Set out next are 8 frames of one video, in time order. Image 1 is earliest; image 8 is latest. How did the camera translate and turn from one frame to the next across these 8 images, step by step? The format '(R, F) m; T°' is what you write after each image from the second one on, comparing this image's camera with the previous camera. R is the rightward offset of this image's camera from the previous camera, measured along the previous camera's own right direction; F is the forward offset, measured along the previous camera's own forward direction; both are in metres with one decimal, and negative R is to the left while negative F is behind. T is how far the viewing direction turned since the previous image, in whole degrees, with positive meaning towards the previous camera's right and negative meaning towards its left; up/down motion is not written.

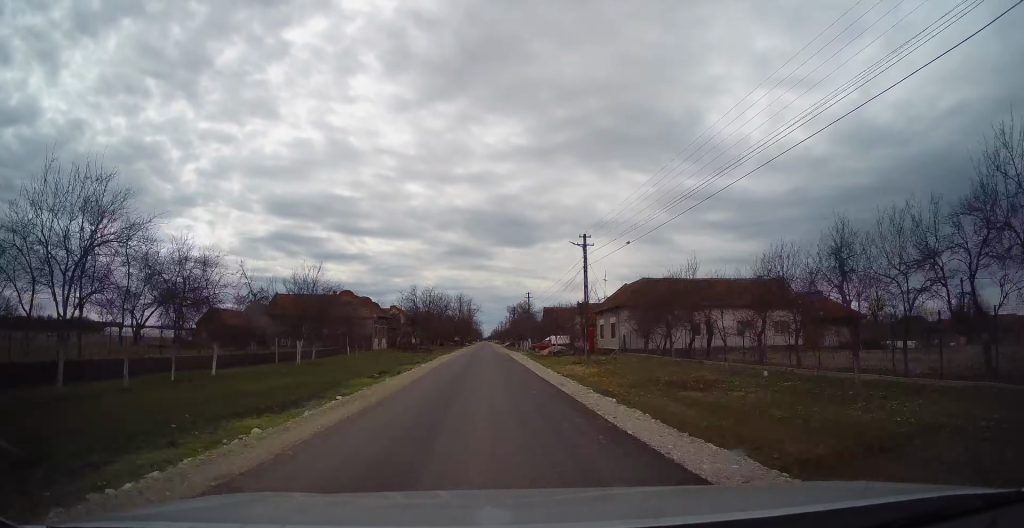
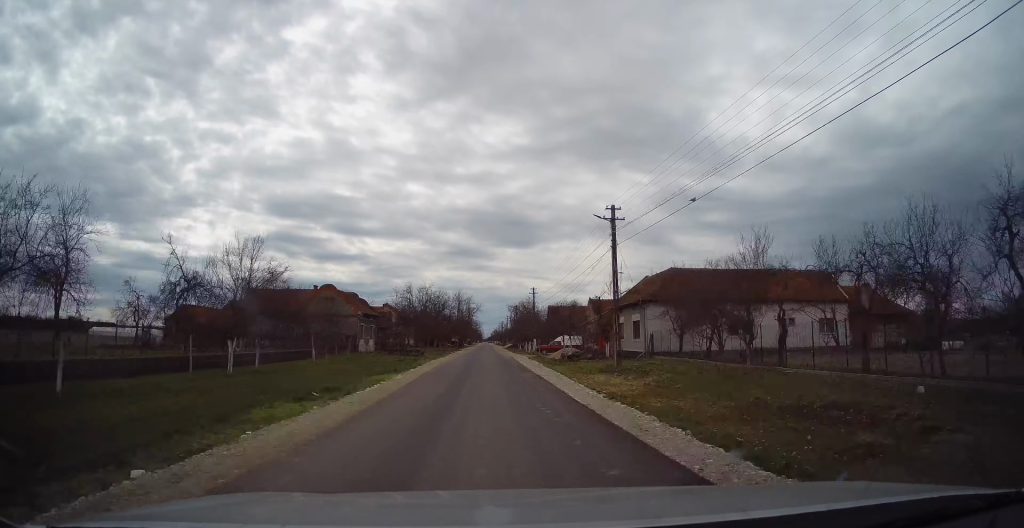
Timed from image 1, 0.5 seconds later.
(-0.2, +7.7) m; 0°
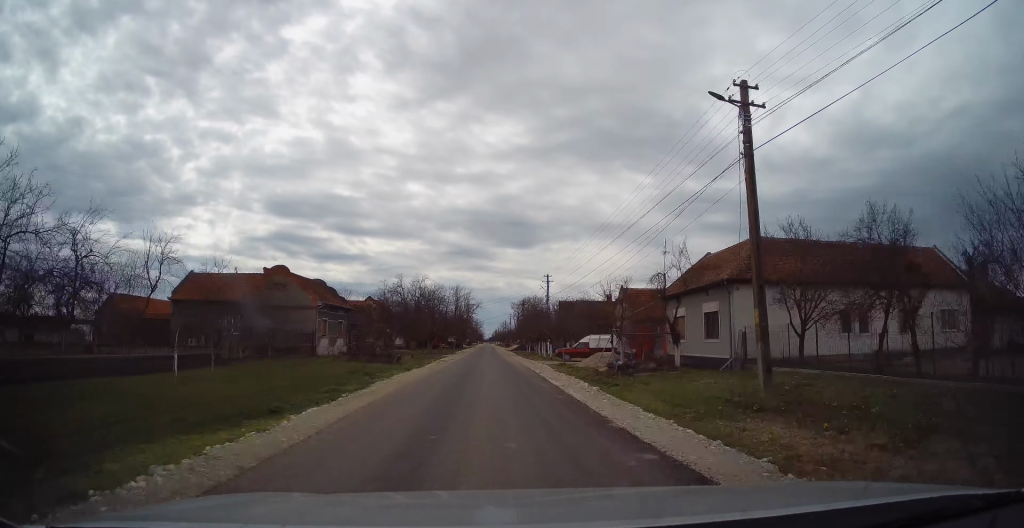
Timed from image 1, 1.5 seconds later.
(+0.1, +13.8) m; 0°
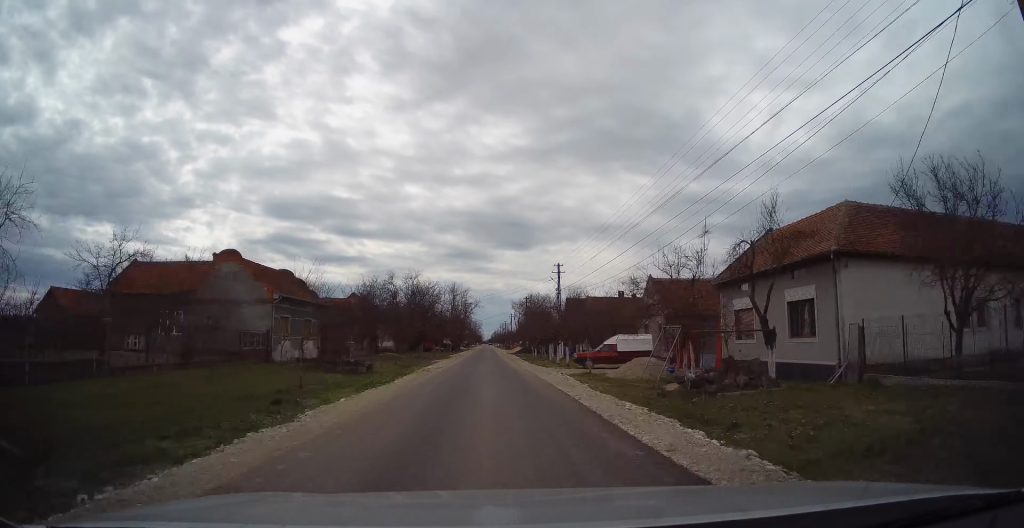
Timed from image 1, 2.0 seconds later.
(+0.1, +8.6) m; 0°
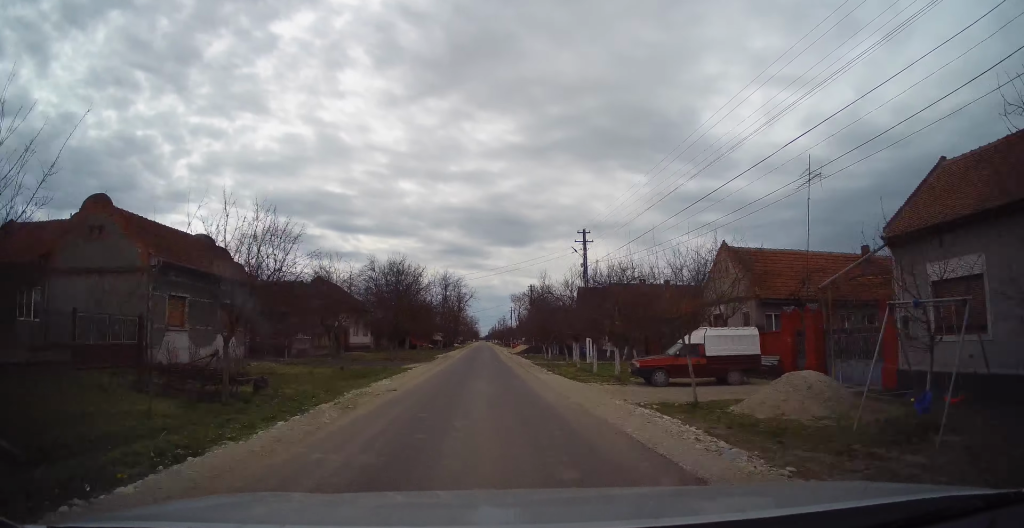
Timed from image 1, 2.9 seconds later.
(-0.4, +12.9) m; 0°
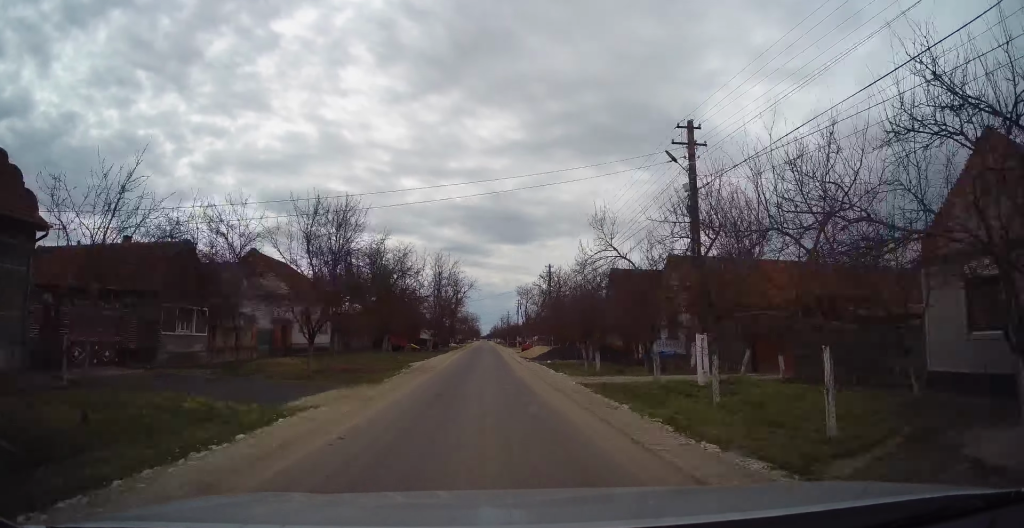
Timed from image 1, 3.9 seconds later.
(+0.4, +16.3) m; 0°
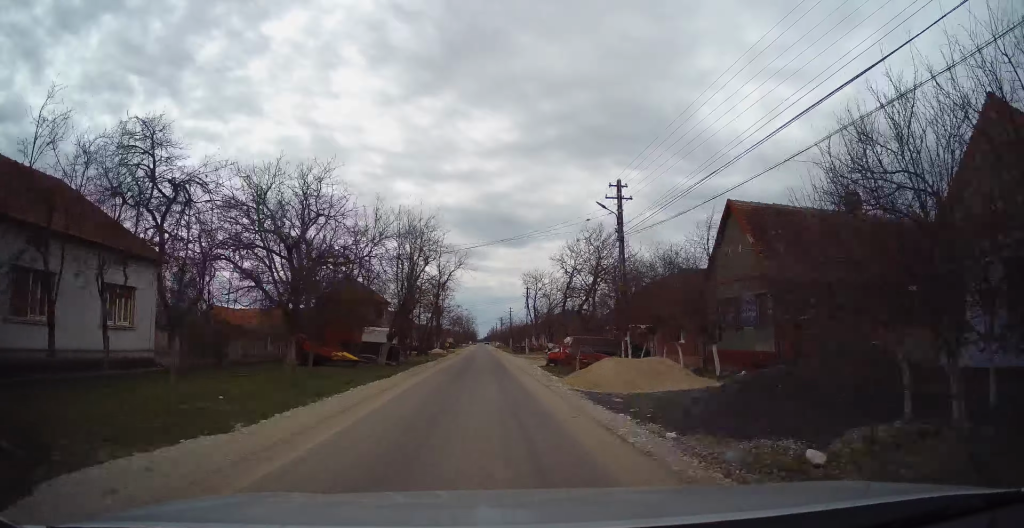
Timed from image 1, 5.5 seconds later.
(-0.5, +25.9) m; 0°
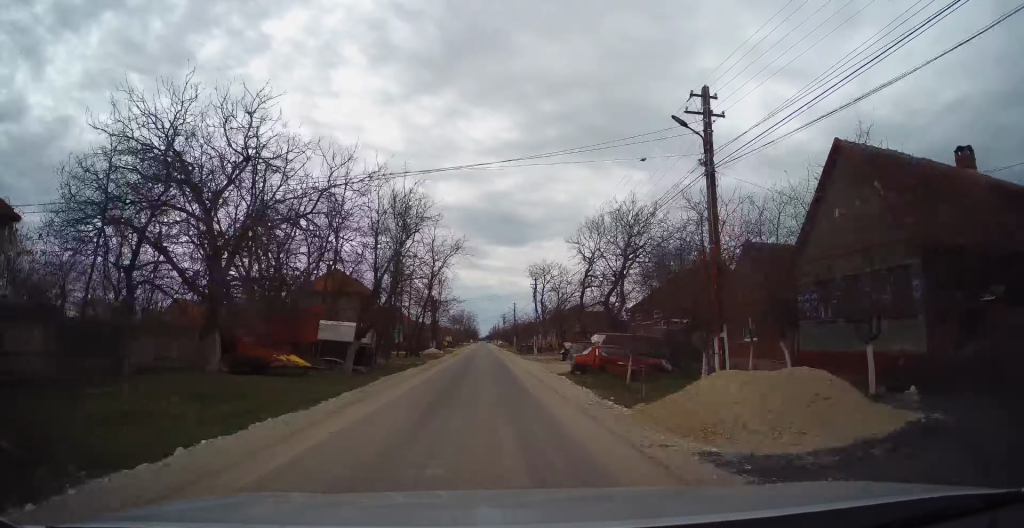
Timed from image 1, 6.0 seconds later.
(0.0, +8.7) m; 0°
